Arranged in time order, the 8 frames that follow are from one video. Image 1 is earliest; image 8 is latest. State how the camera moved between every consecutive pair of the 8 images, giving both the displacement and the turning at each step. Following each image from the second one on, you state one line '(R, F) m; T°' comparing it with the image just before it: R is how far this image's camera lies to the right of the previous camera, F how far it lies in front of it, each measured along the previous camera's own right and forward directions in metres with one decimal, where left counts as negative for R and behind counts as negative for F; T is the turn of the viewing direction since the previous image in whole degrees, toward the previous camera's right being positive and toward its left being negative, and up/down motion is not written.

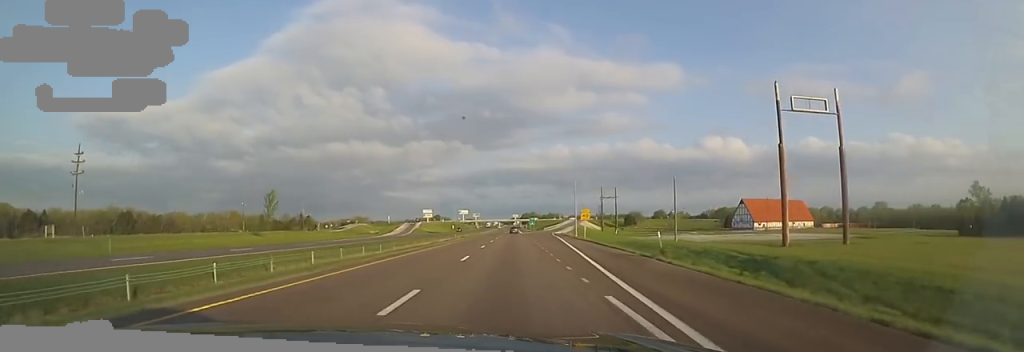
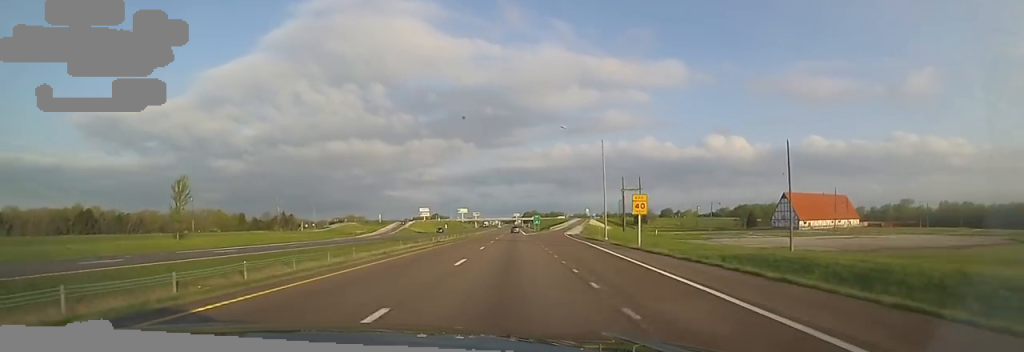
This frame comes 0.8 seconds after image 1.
(+1.1, +27.1) m; +3°
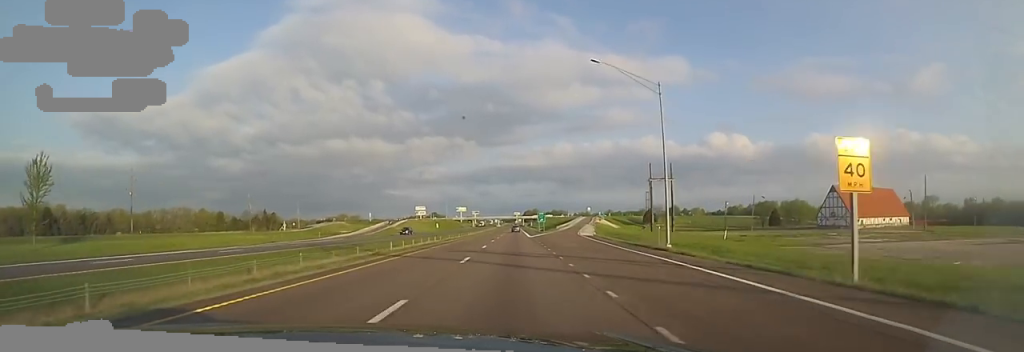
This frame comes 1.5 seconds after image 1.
(+0.4, +23.6) m; -1°
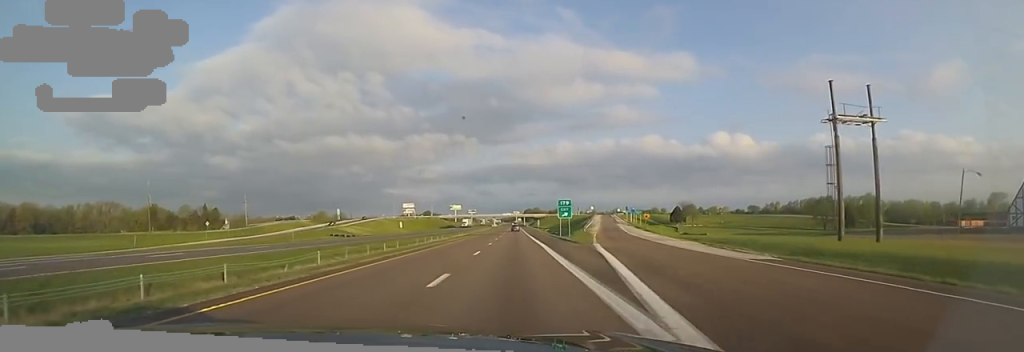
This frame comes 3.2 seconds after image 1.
(-1.9, +55.6) m; -2°
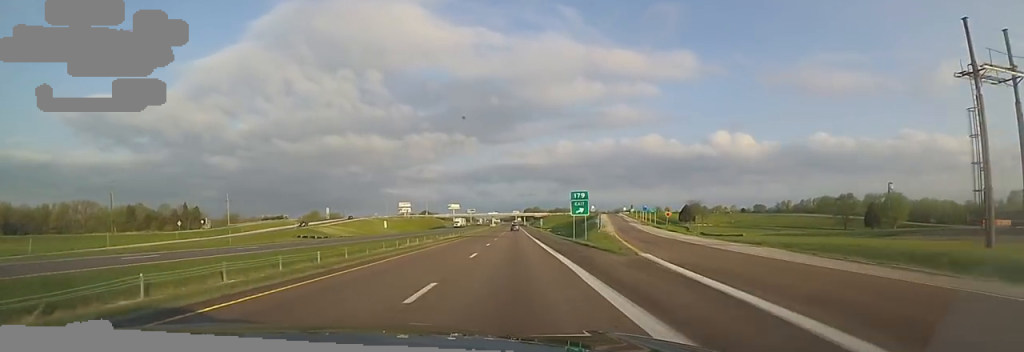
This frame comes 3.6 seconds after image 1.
(+0.5, +14.4) m; +1°
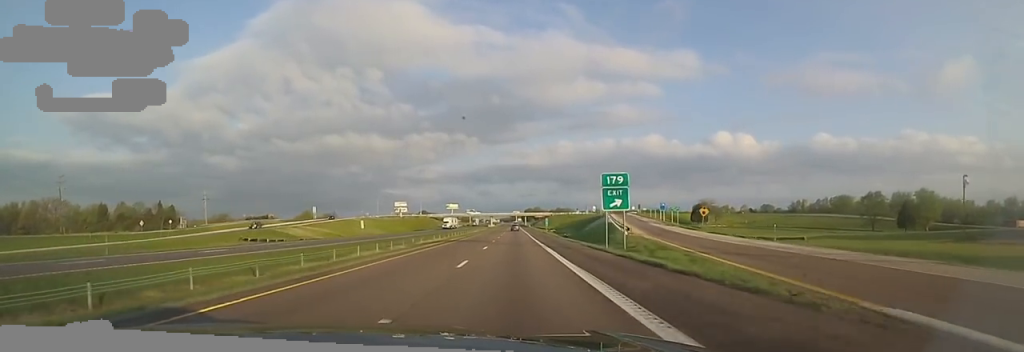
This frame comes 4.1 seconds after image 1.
(+0.3, +16.5) m; +1°
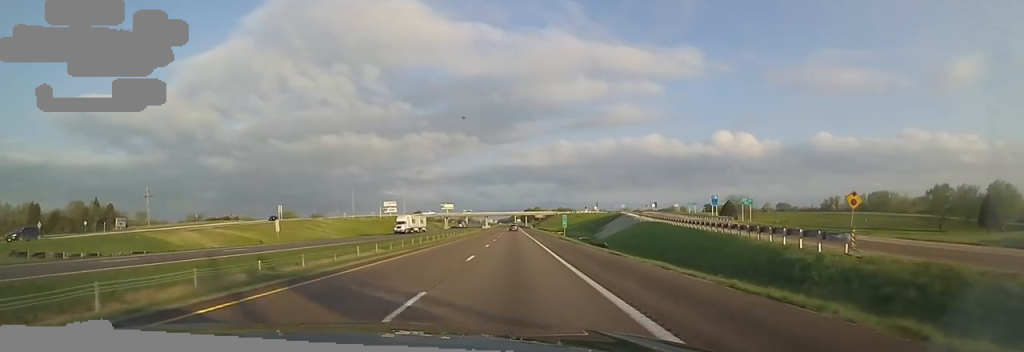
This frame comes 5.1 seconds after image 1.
(-0.2, +32.7) m; 0°
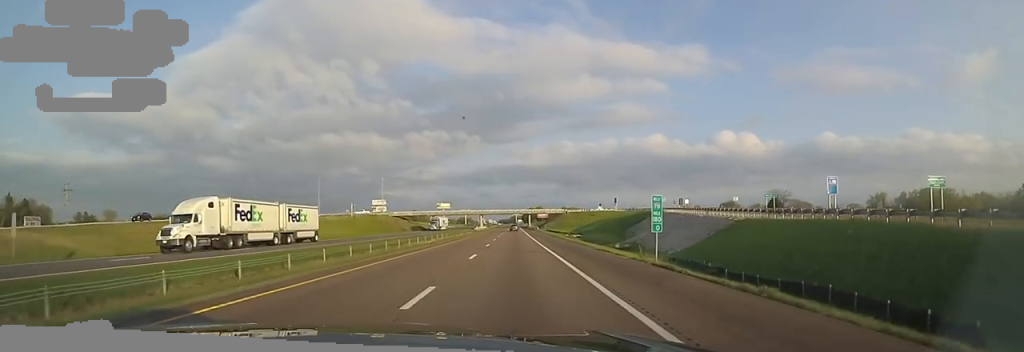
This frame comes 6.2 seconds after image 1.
(+0.4, +35.2) m; +1°
